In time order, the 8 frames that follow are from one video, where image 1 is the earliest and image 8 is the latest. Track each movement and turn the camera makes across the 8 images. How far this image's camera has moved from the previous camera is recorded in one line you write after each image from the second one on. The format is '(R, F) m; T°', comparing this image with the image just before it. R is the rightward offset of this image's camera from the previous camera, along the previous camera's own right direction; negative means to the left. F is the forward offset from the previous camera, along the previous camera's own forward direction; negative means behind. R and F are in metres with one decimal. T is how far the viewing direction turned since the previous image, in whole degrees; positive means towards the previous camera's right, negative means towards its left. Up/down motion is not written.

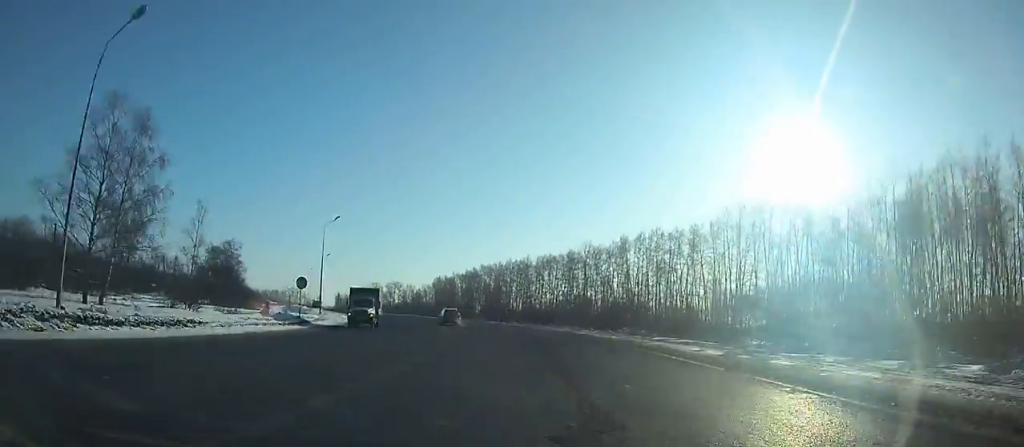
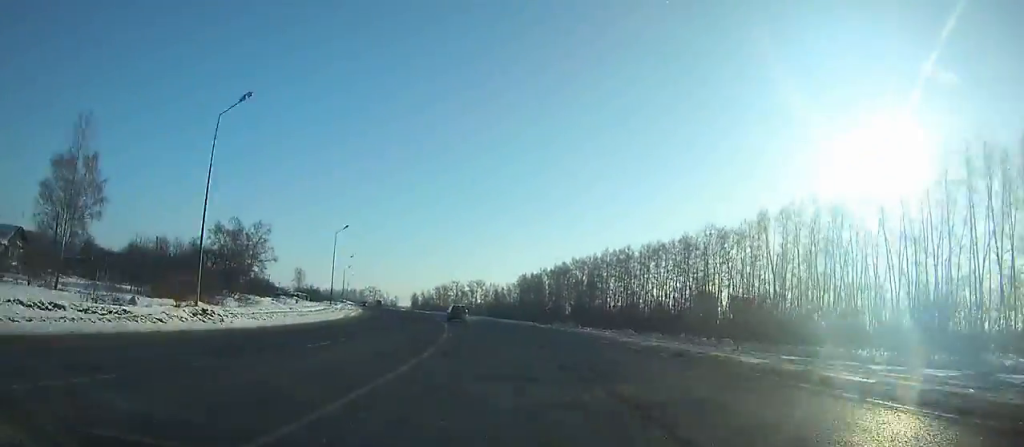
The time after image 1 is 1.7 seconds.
(-3.5, +37.9) m; -7°
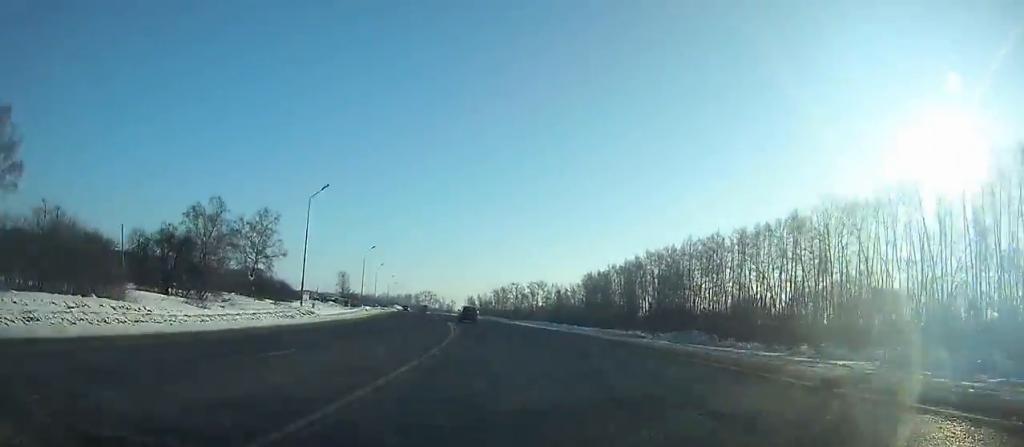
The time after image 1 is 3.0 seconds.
(-0.2, +29.0) m; -5°
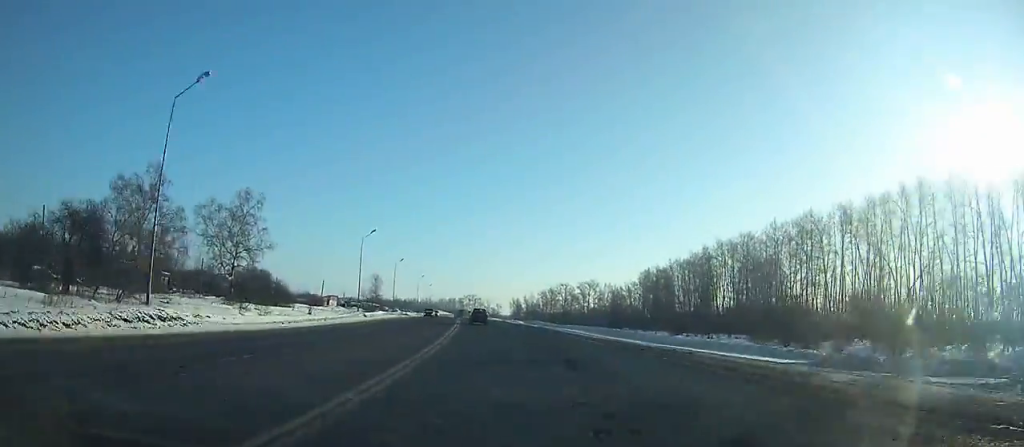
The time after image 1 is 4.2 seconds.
(-2.7, +26.8) m; -3°
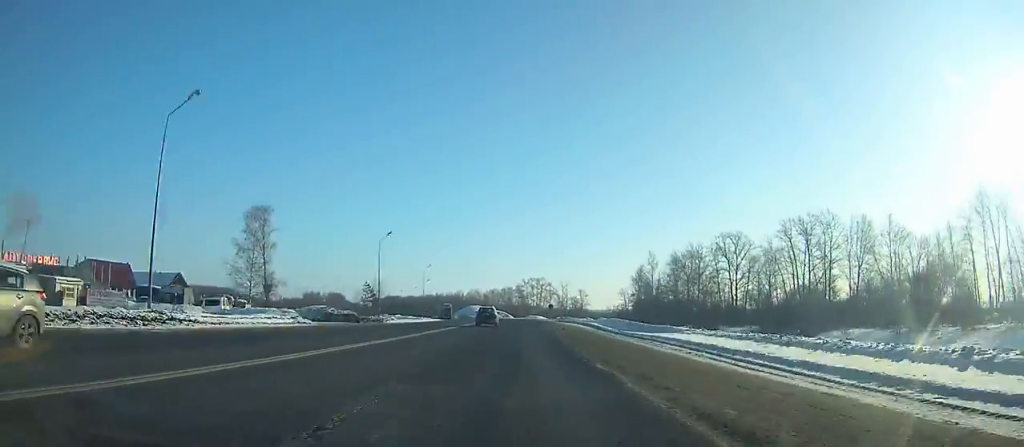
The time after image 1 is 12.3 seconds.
(-17.8, +181.5) m; -7°
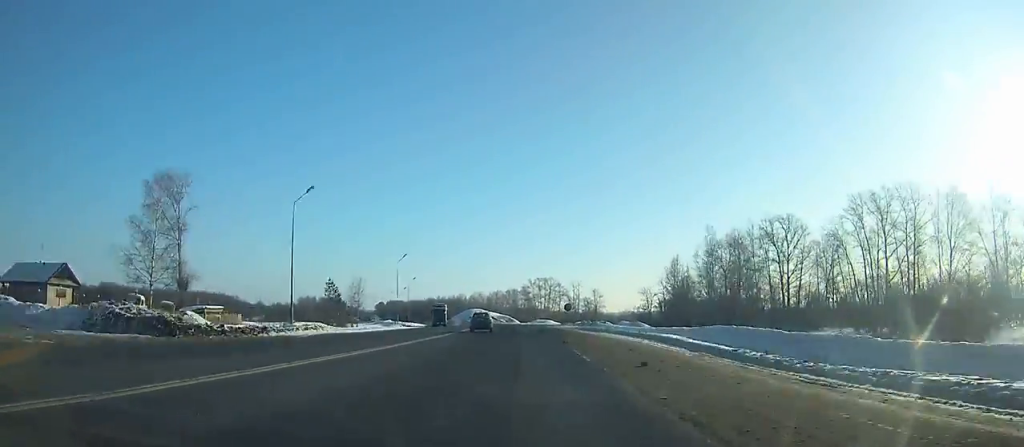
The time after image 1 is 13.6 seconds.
(-0.1, +29.0) m; -1°
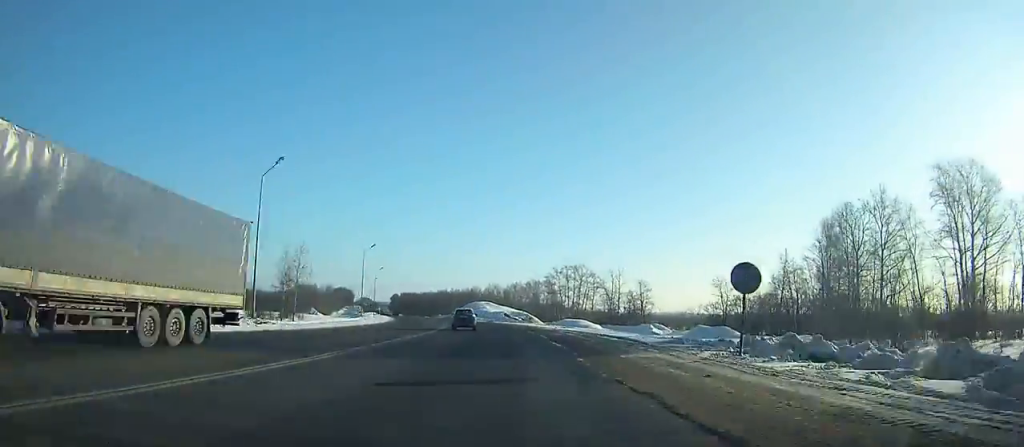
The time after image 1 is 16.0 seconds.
(-1.0, +53.4) m; -4°
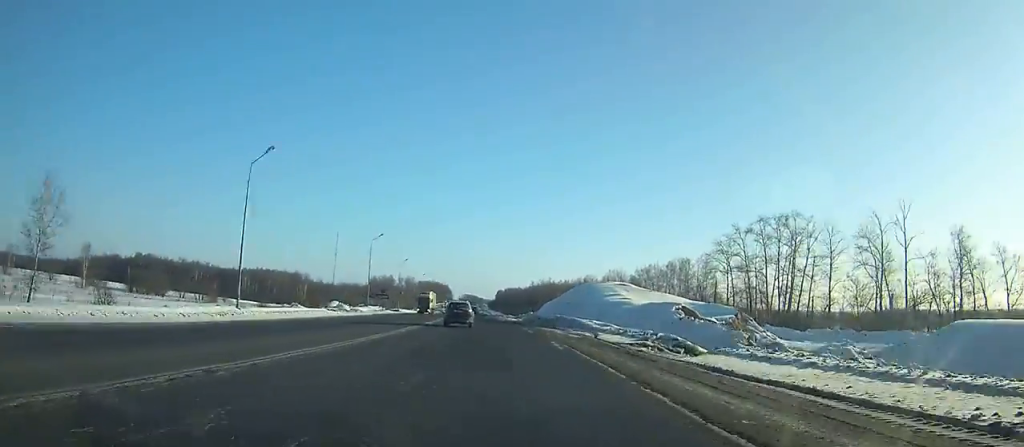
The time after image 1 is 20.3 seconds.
(-7.2, +94.8) m; -10°
